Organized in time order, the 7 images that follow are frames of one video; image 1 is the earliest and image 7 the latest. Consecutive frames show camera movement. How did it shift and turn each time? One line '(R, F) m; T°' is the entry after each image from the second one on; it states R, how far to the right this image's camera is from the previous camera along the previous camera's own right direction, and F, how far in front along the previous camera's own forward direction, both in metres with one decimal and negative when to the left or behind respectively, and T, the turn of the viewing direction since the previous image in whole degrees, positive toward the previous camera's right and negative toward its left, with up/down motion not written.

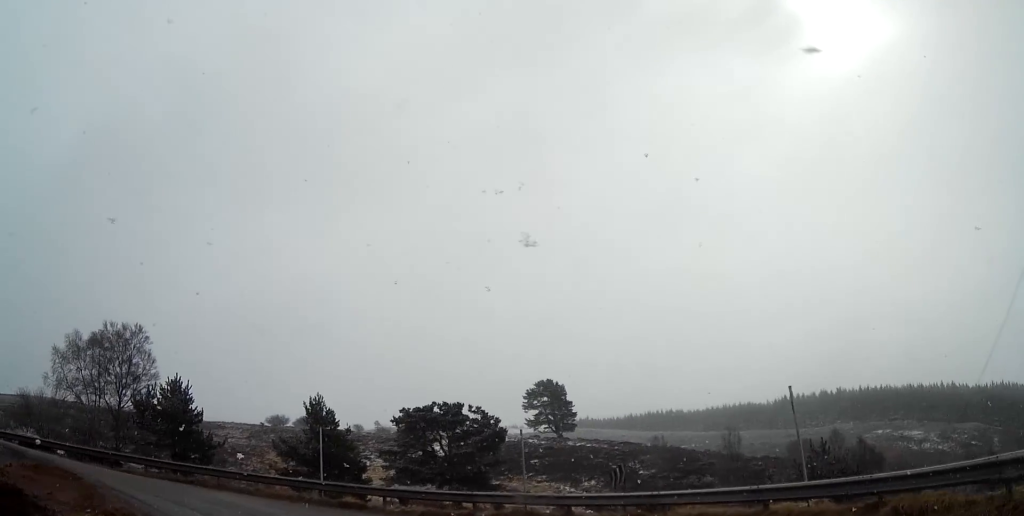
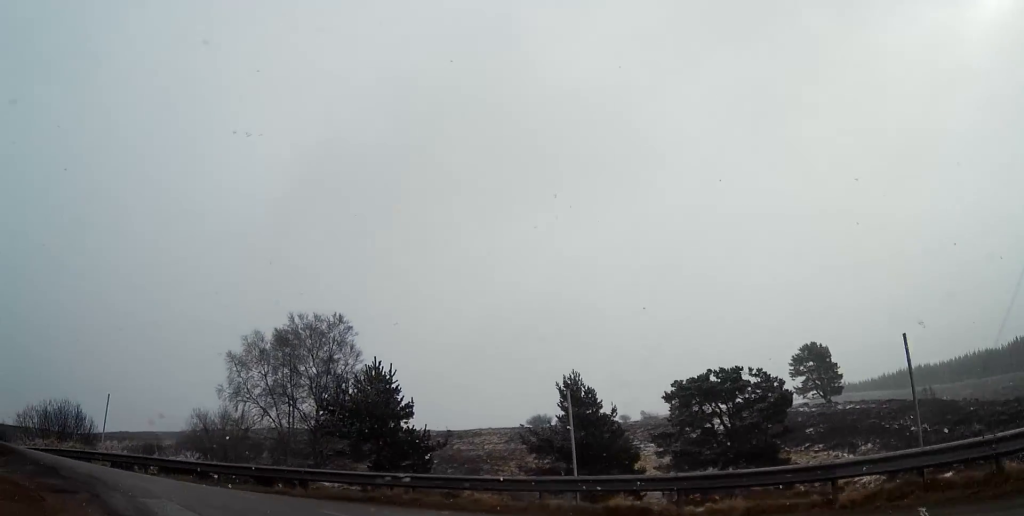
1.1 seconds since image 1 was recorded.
(-1.7, +8.9) m; -26°
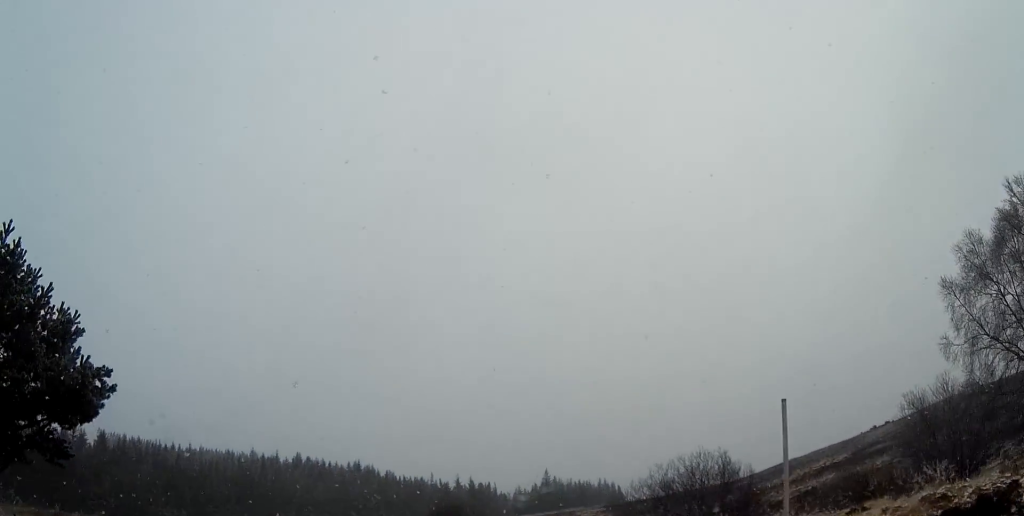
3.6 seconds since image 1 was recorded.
(-7.7, +15.1) m; -48°
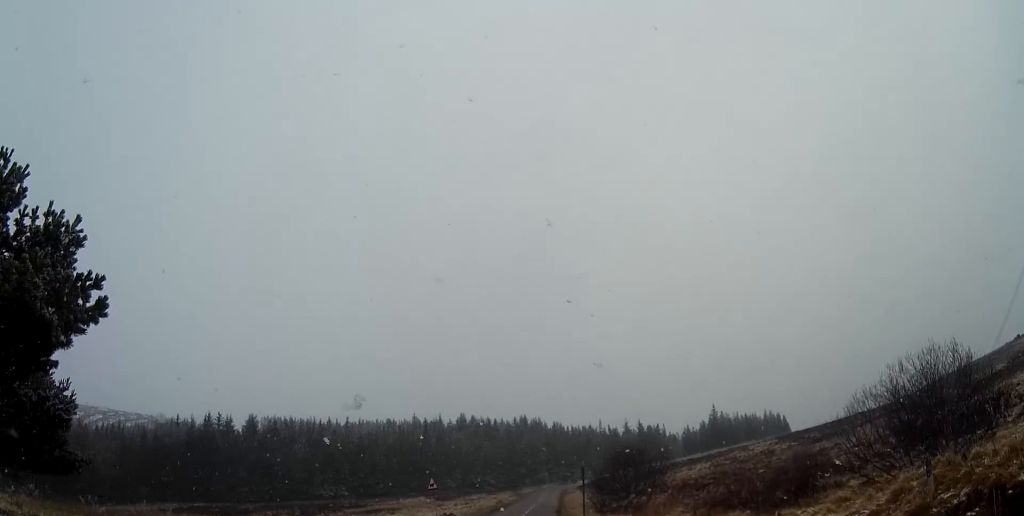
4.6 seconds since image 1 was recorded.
(-0.8, +6.2) m; -11°
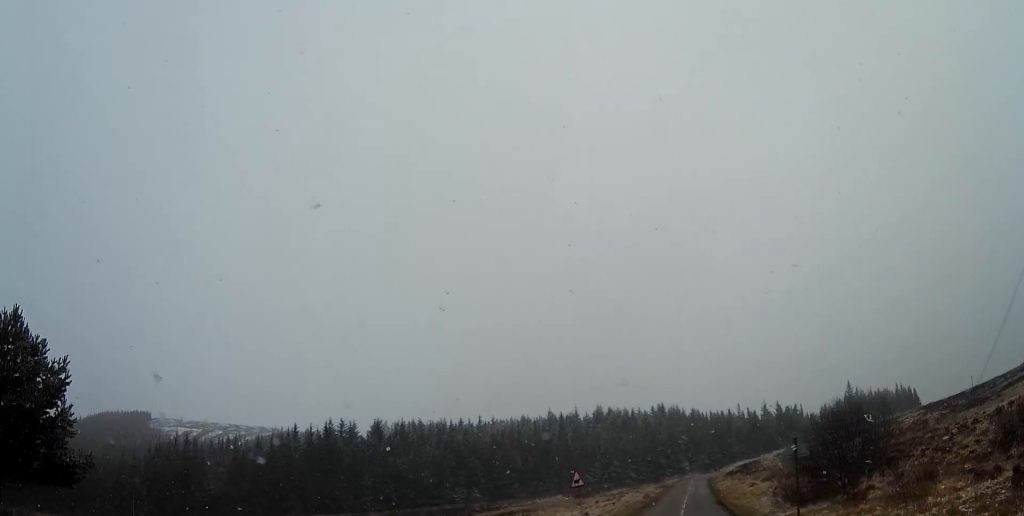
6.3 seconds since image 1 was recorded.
(-0.9, +11.2) m; -4°
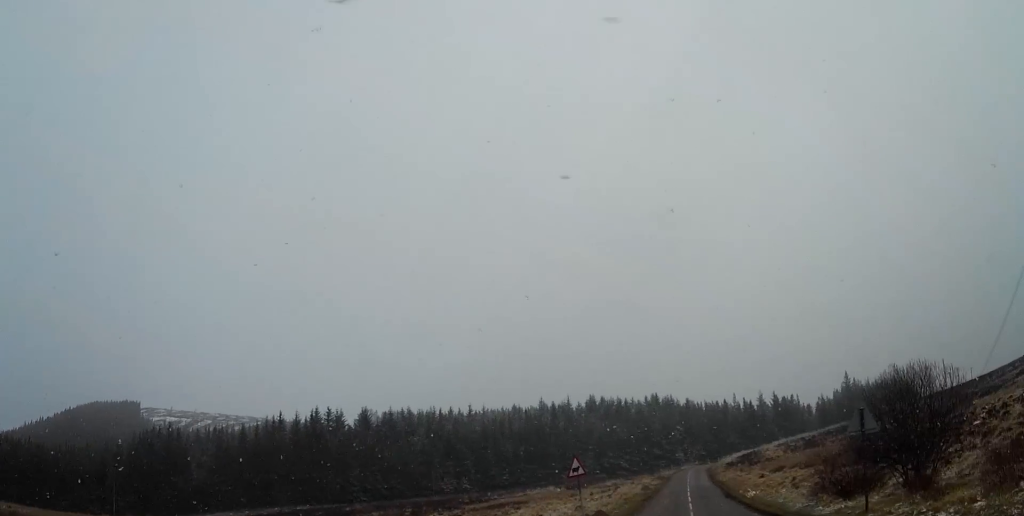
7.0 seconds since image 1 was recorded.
(+0.1, +5.5) m; +2°
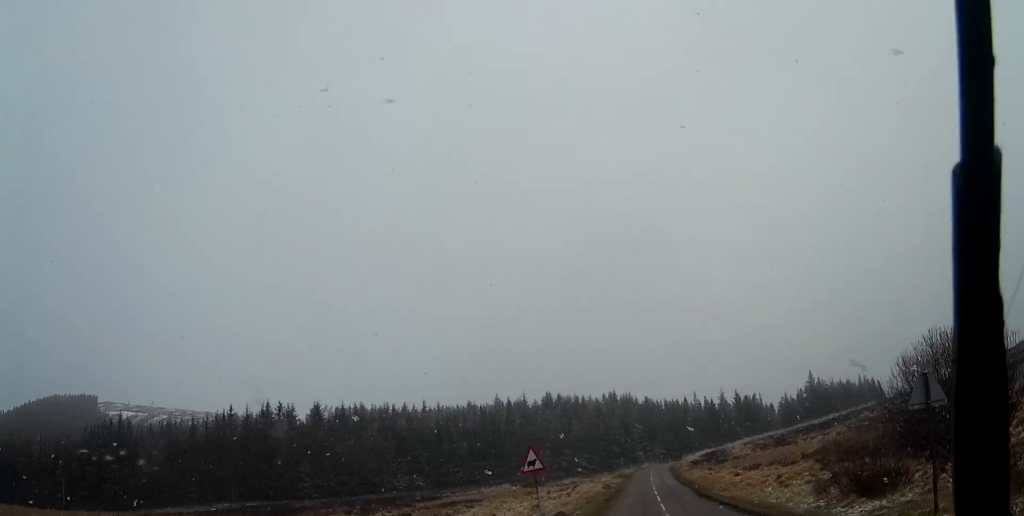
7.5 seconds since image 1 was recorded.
(+0.1, +5.0) m; +2°
